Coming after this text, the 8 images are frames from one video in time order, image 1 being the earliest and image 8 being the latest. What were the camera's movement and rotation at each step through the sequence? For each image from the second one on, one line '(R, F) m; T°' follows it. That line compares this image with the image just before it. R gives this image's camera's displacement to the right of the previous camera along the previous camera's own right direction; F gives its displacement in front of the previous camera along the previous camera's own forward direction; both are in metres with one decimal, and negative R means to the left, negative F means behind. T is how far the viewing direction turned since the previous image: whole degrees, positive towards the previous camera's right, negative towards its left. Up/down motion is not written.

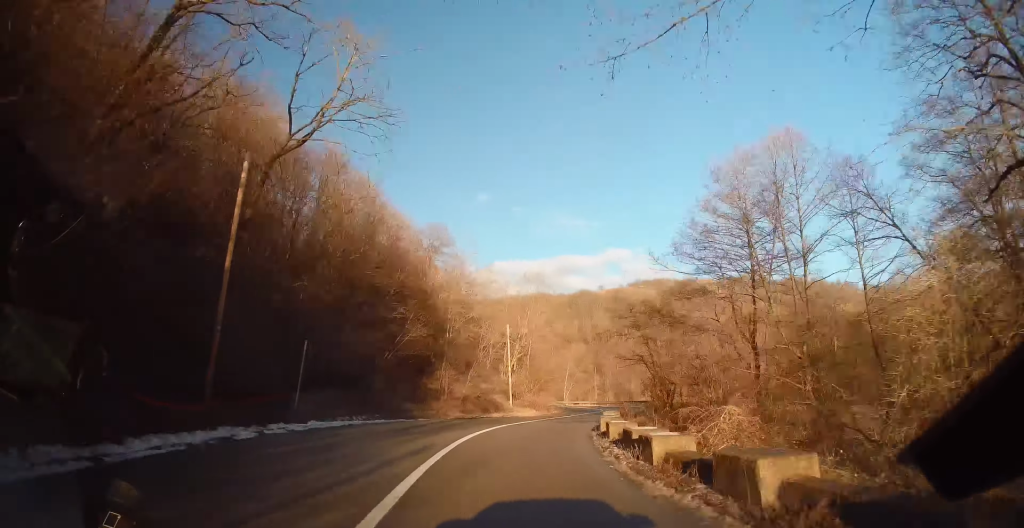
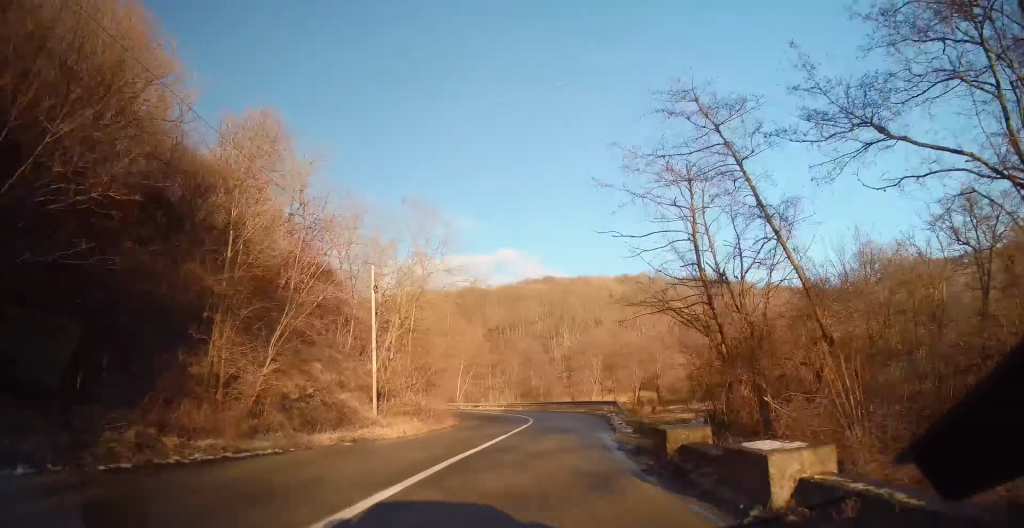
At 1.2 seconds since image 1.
(+1.6, +21.0) m; +10°
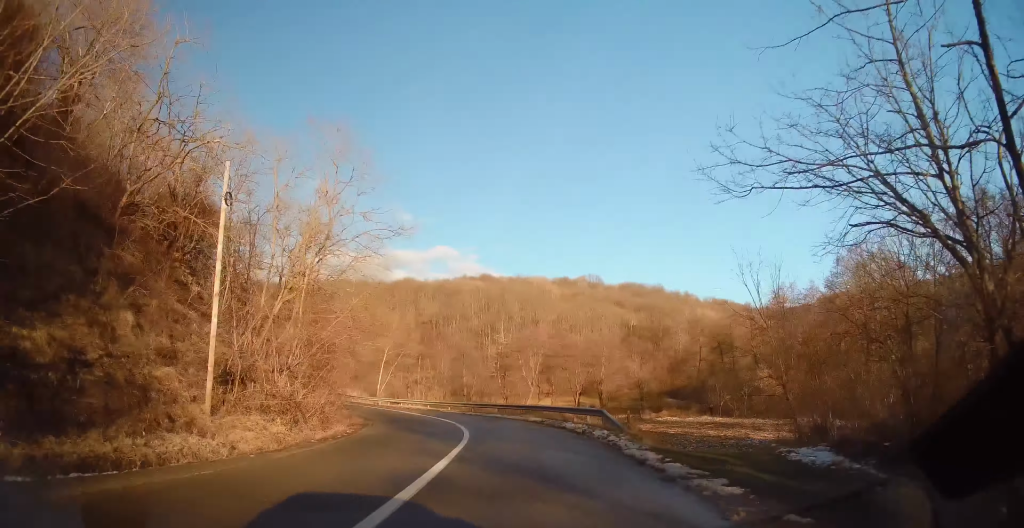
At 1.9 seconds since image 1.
(+0.9, +10.8) m; +4°
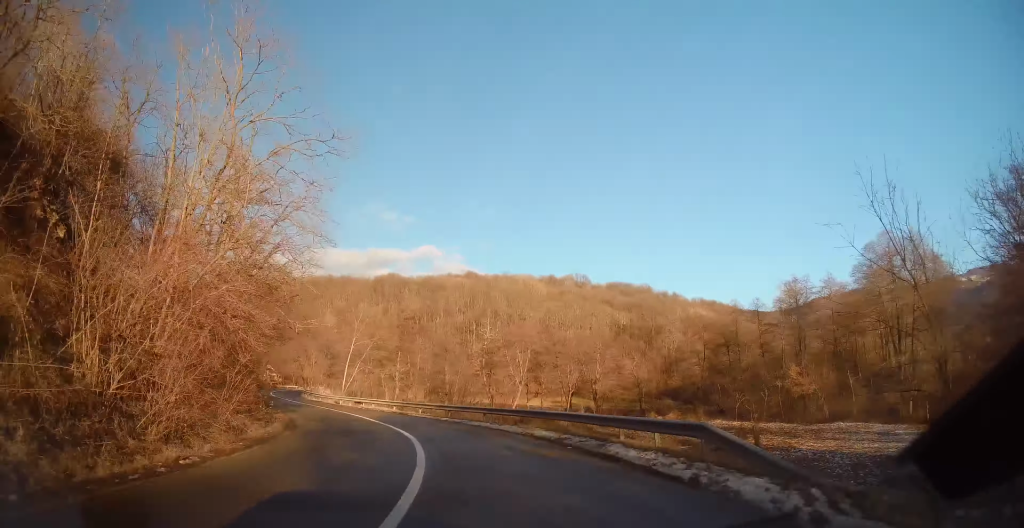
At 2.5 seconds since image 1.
(+0.2, +10.1) m; -3°
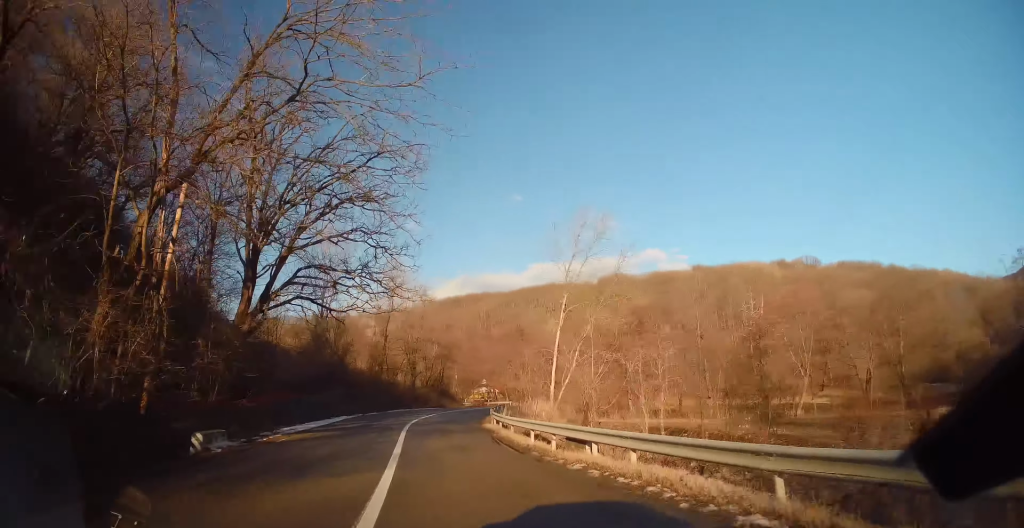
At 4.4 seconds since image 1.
(-4.6, +31.0) m; -15°
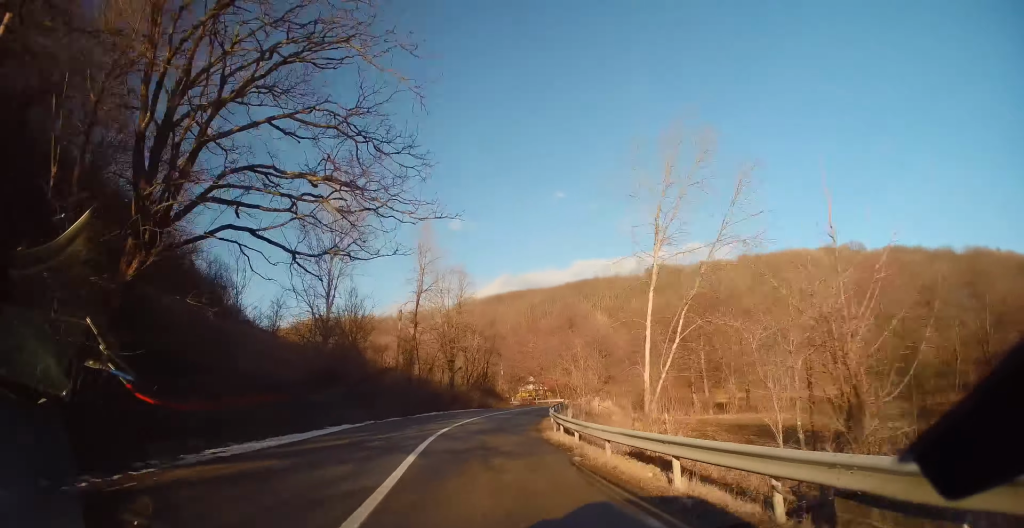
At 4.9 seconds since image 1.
(+0.1, +9.4) m; -1°
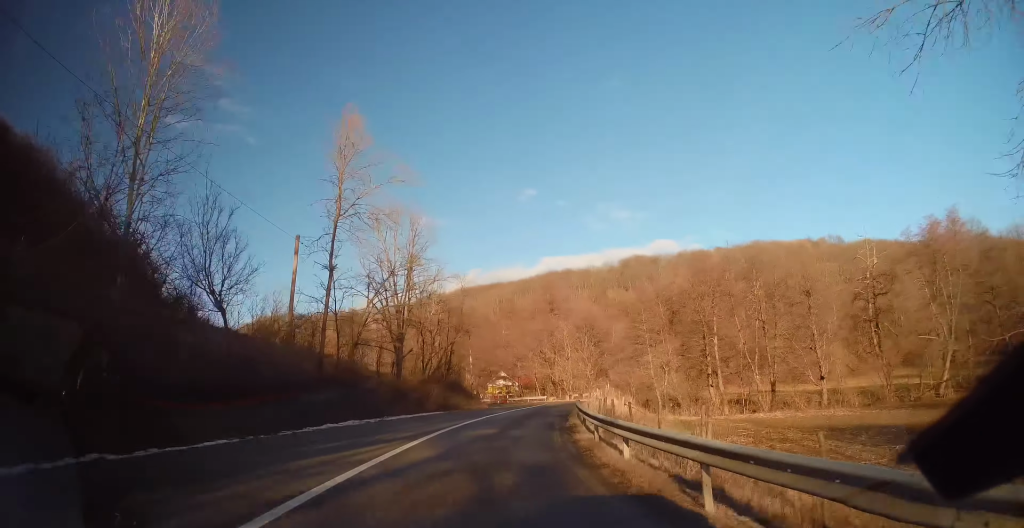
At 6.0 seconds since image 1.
(-0.7, +17.2) m; 0°
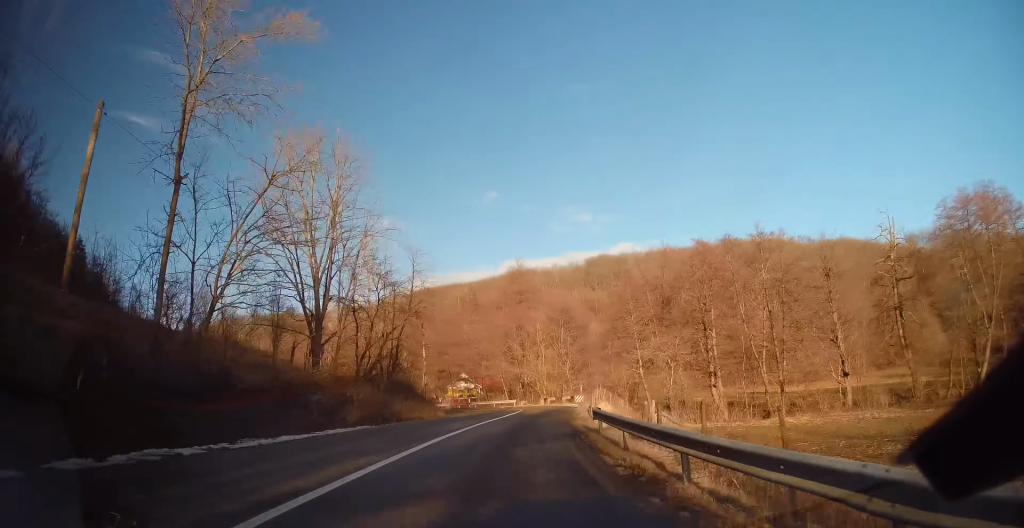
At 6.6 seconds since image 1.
(+0.4, +10.8) m; +3°
